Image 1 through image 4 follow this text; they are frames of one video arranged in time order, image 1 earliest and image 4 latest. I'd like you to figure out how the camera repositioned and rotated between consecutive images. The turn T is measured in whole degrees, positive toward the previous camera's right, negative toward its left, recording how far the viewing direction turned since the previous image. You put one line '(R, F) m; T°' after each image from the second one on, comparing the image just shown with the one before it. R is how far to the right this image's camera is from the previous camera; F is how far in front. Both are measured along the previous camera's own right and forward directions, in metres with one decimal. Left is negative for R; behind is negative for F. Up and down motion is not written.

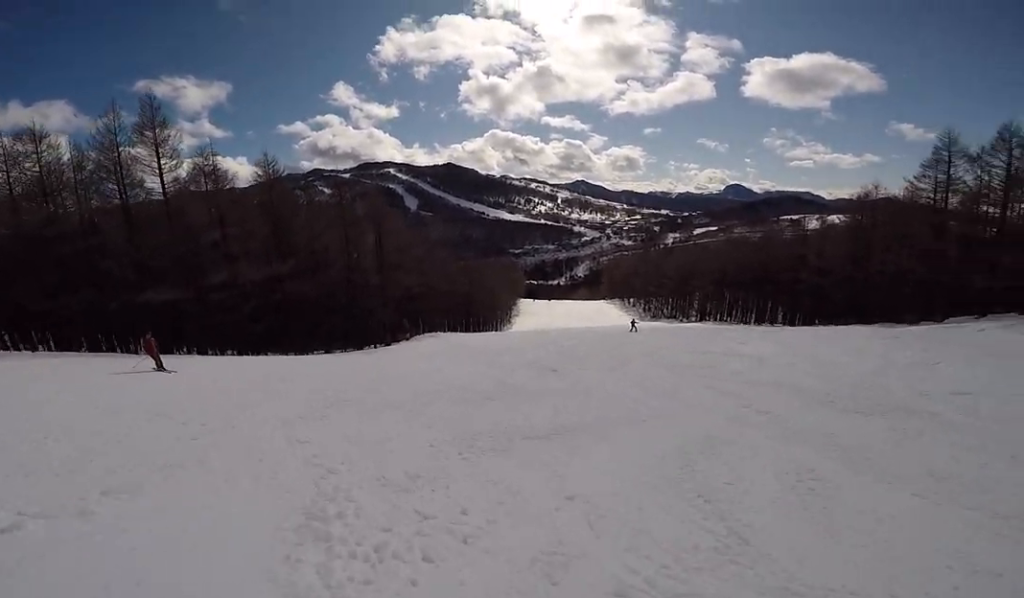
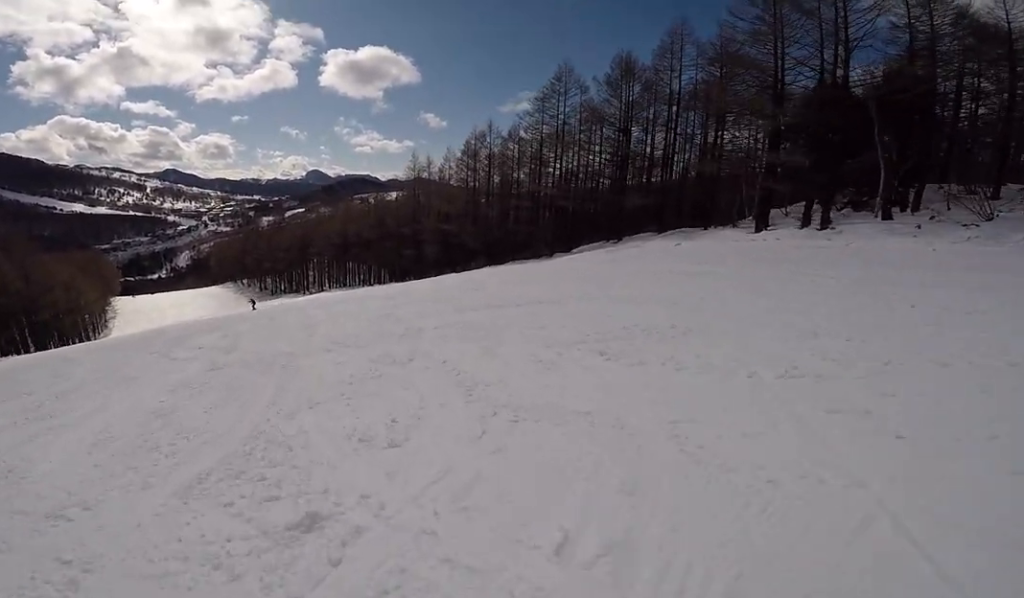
(+7.5, +13.5) m; +53°
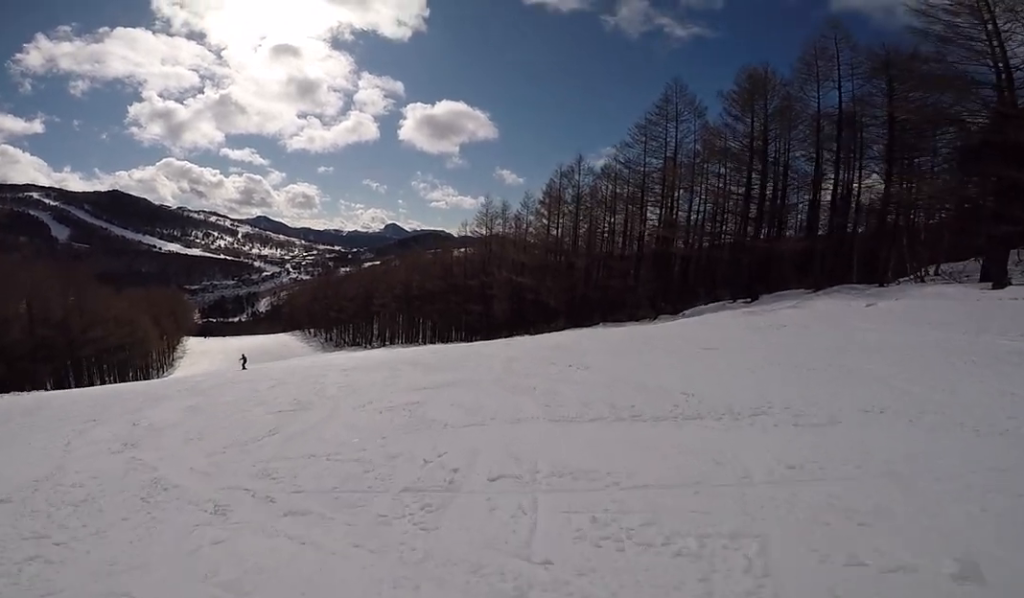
(+0.7, +7.5) m; 0°
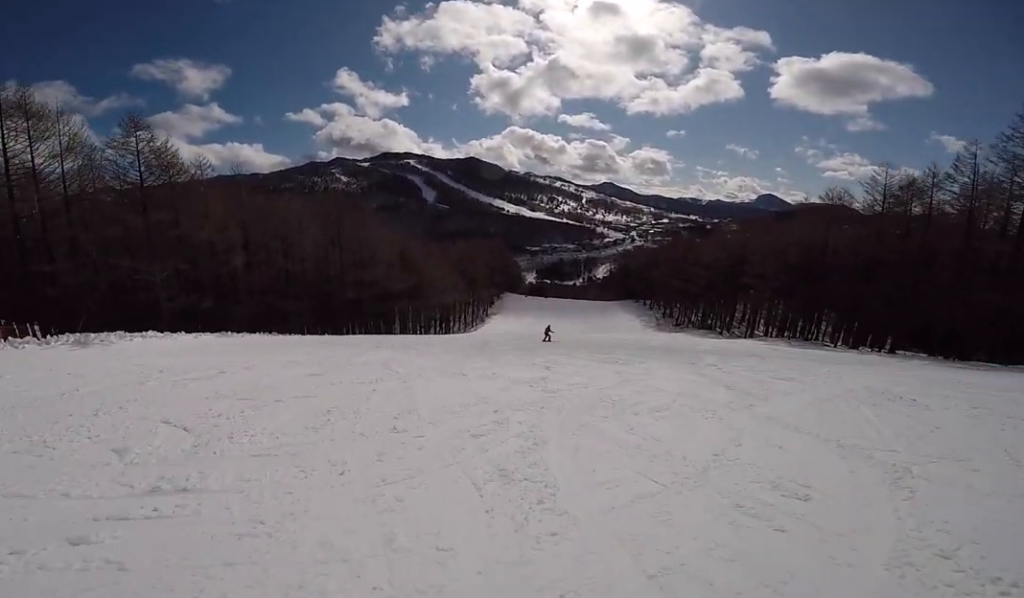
(-9.5, +17.5) m; -70°
